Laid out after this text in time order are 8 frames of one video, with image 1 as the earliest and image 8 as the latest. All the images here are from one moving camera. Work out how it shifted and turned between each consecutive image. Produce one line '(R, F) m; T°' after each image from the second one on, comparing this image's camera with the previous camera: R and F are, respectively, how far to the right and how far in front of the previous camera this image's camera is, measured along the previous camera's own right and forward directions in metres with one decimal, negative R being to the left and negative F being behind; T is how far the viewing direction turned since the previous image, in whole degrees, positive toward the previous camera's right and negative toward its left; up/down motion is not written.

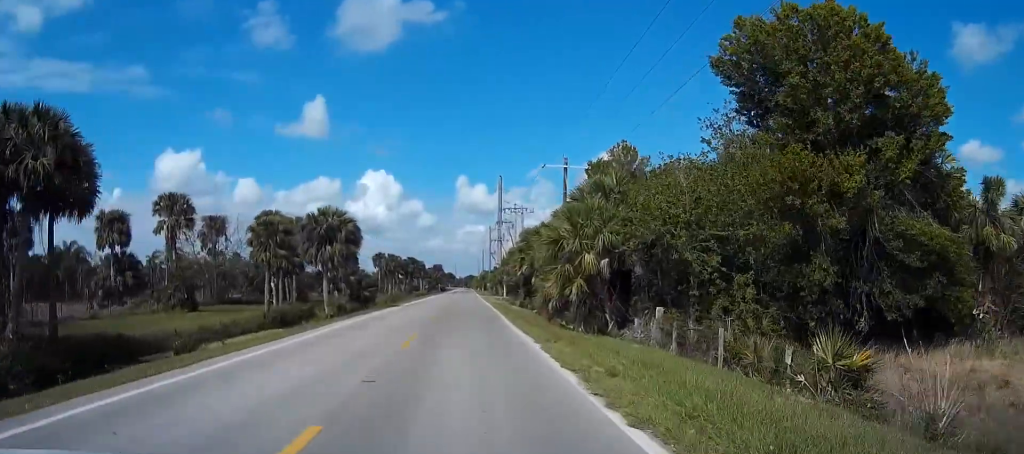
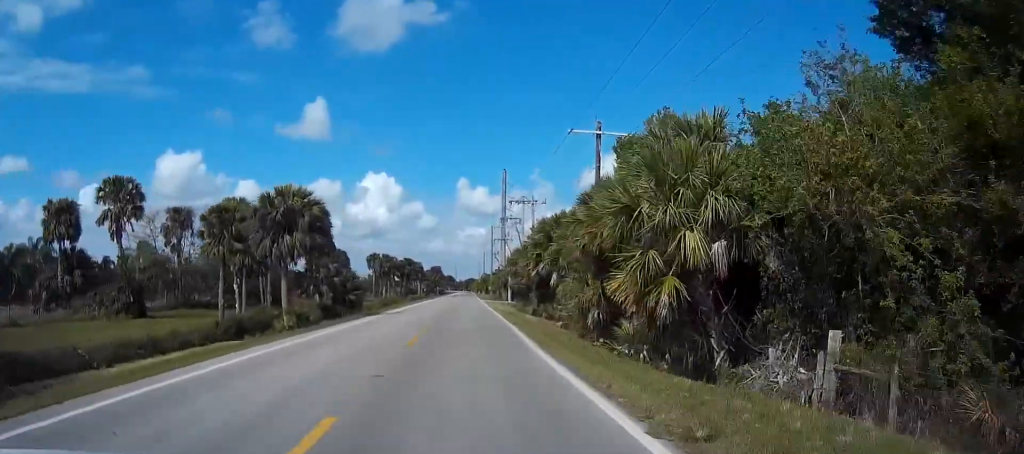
(0.0, +11.1) m; 0°
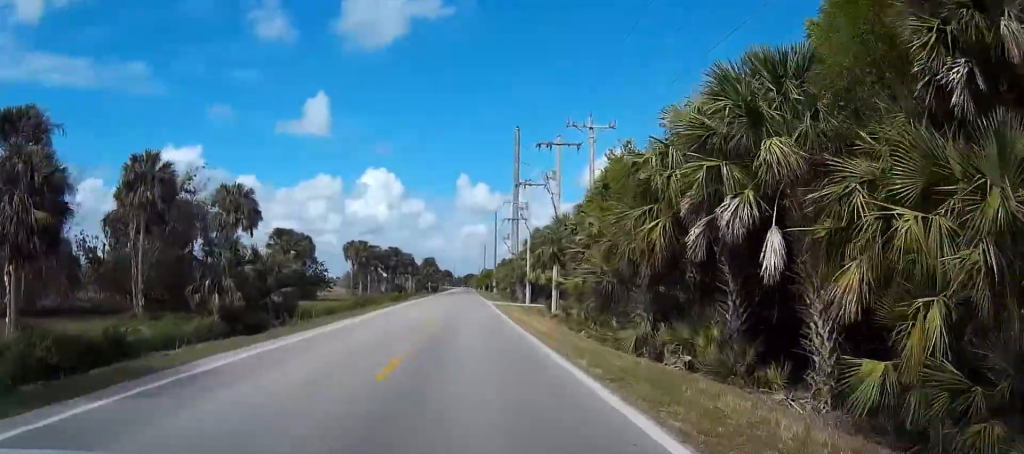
(-0.1, +30.4) m; 0°
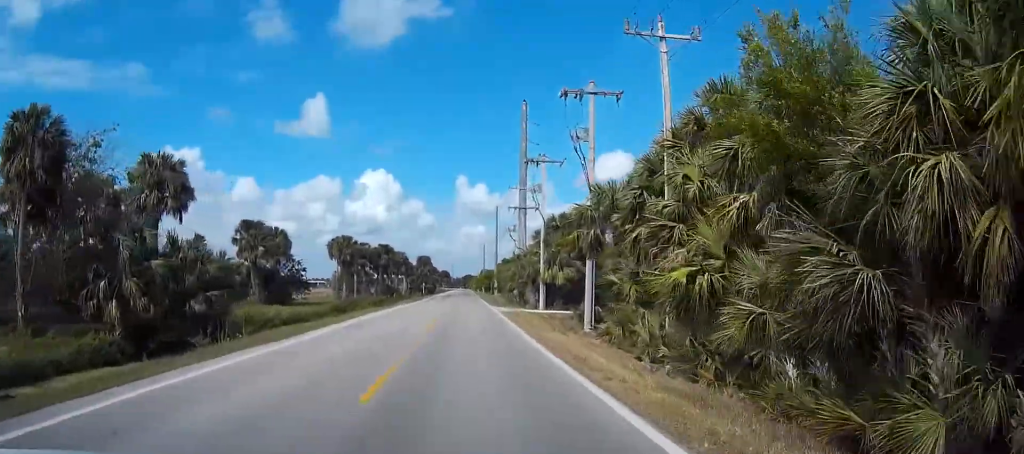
(0.0, +13.7) m; 0°
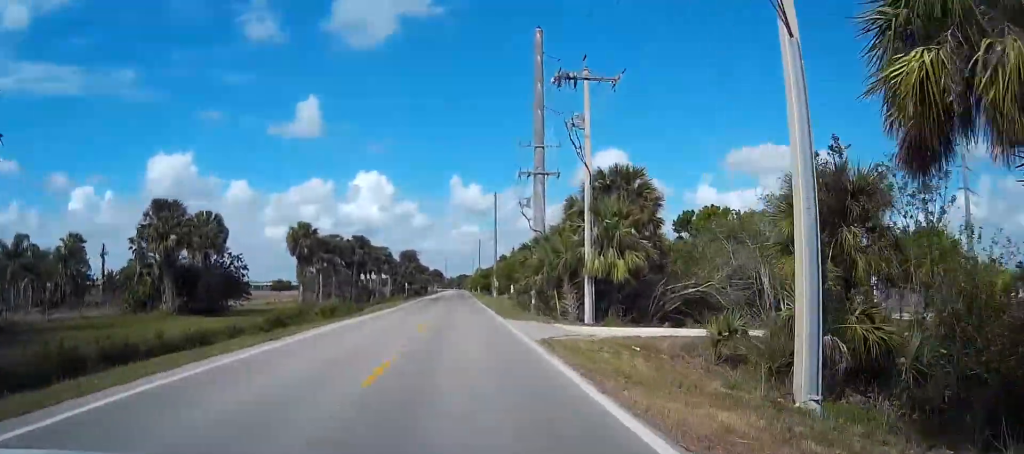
(0.0, +23.0) m; 0°
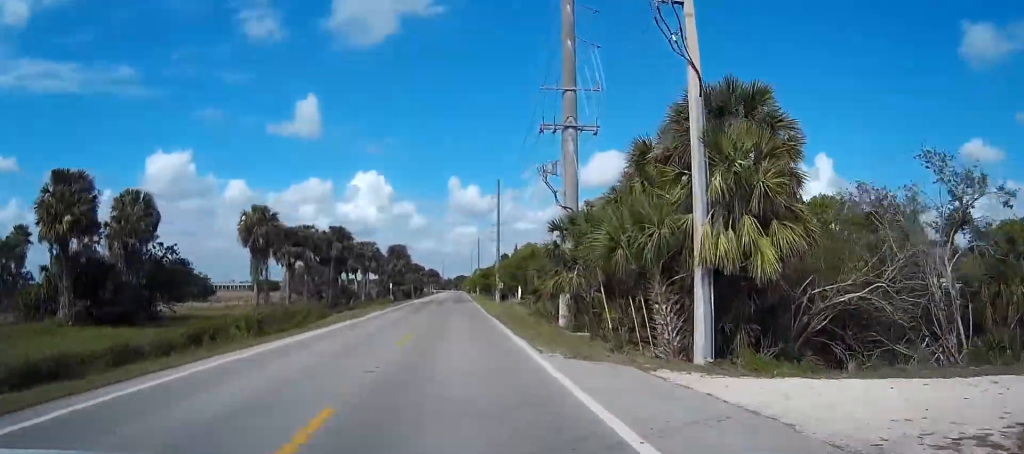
(+0.1, +16.1) m; 0°
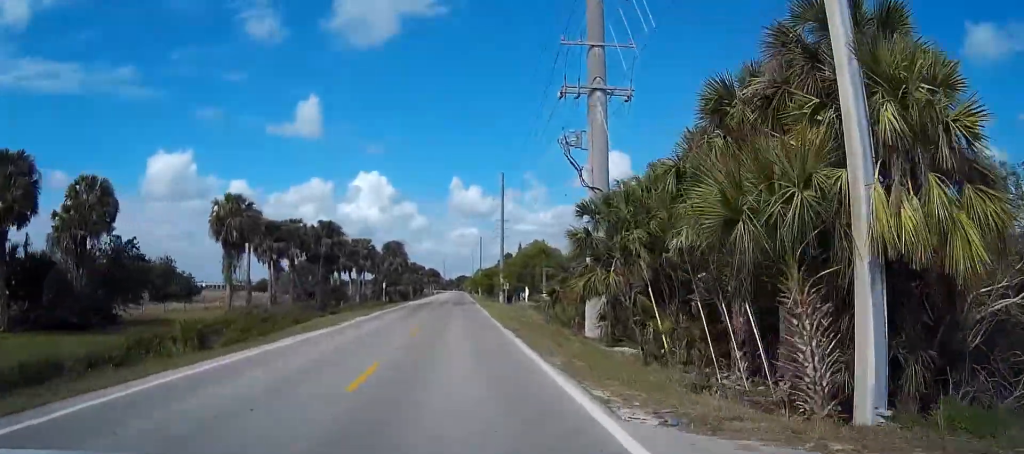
(-0.1, +7.5) m; 0°
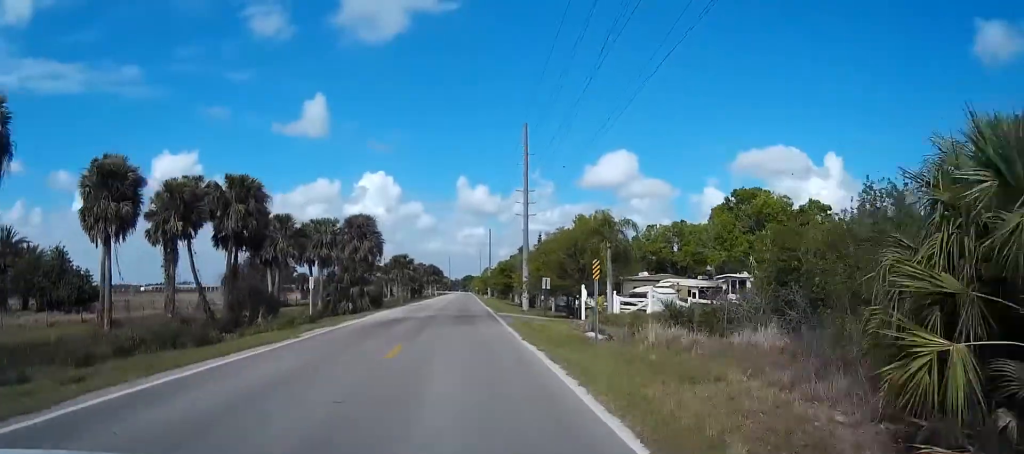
(-0.2, +32.5) m; -1°
